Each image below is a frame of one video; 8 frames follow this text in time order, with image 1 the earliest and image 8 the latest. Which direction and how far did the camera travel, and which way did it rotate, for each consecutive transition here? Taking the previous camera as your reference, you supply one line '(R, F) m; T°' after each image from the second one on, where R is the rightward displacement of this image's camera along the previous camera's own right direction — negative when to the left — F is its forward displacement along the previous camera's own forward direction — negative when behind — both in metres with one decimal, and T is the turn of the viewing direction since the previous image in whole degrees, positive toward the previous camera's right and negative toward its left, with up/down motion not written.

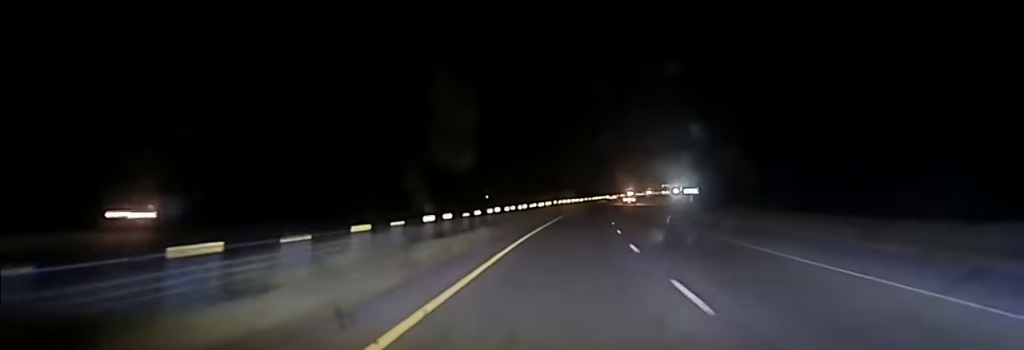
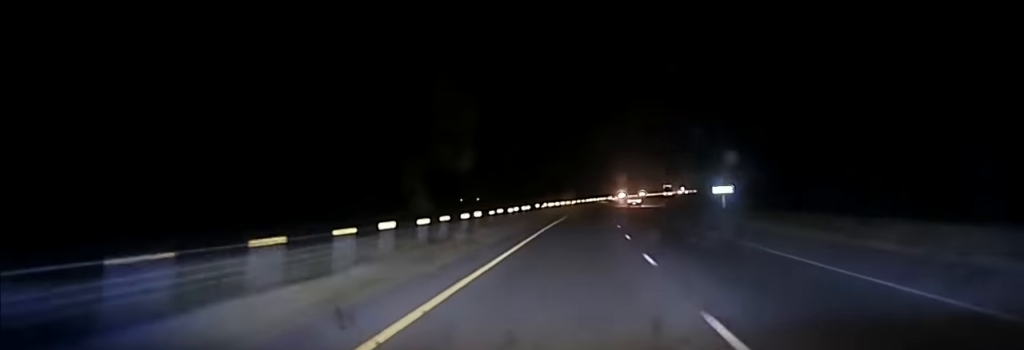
(+0.2, +27.0) m; +1°
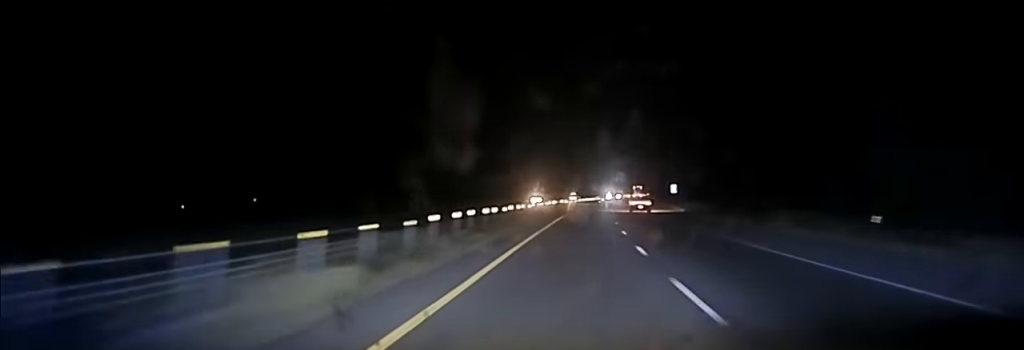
(+4.7, +132.9) m; +5°
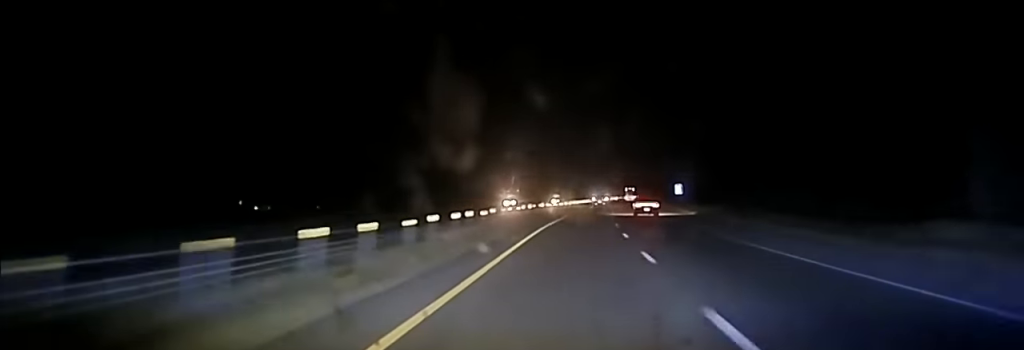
(+0.2, +31.0) m; +1°
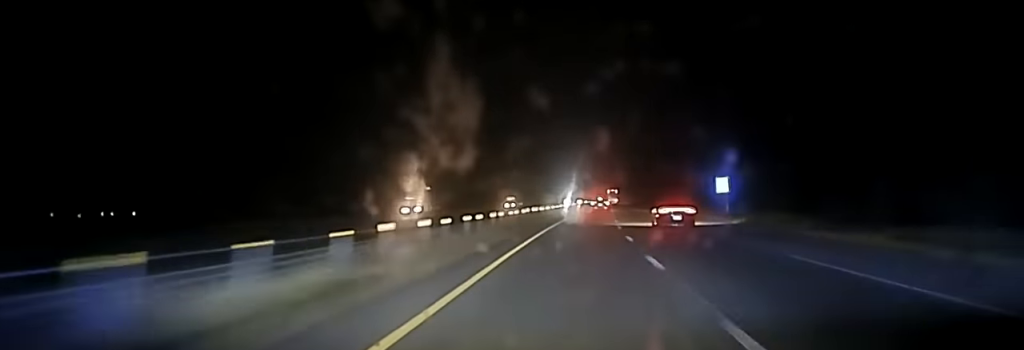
(+1.3, +72.3) m; +1°
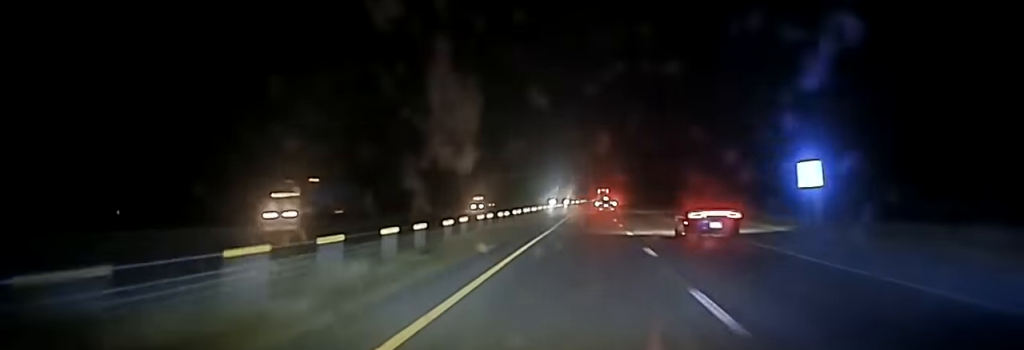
(+0.1, +33.5) m; 0°
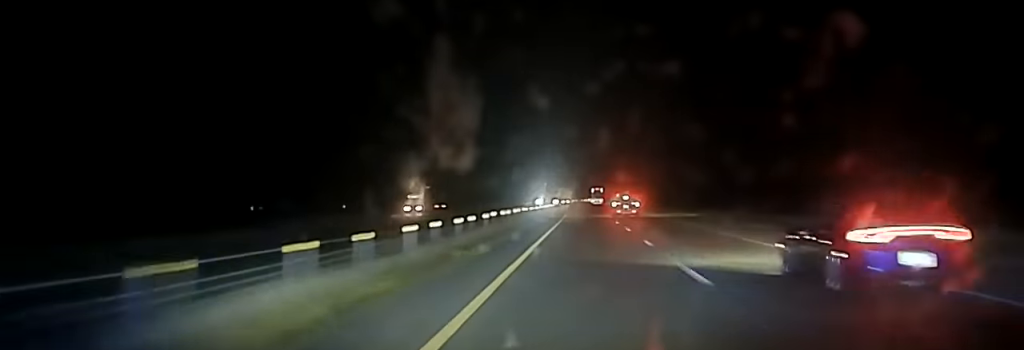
(+0.2, +43.5) m; 0°
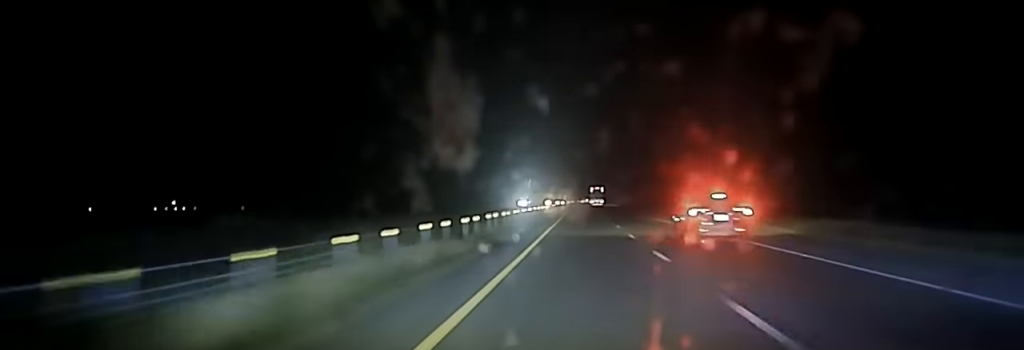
(+0.4, +70.2) m; +1°
